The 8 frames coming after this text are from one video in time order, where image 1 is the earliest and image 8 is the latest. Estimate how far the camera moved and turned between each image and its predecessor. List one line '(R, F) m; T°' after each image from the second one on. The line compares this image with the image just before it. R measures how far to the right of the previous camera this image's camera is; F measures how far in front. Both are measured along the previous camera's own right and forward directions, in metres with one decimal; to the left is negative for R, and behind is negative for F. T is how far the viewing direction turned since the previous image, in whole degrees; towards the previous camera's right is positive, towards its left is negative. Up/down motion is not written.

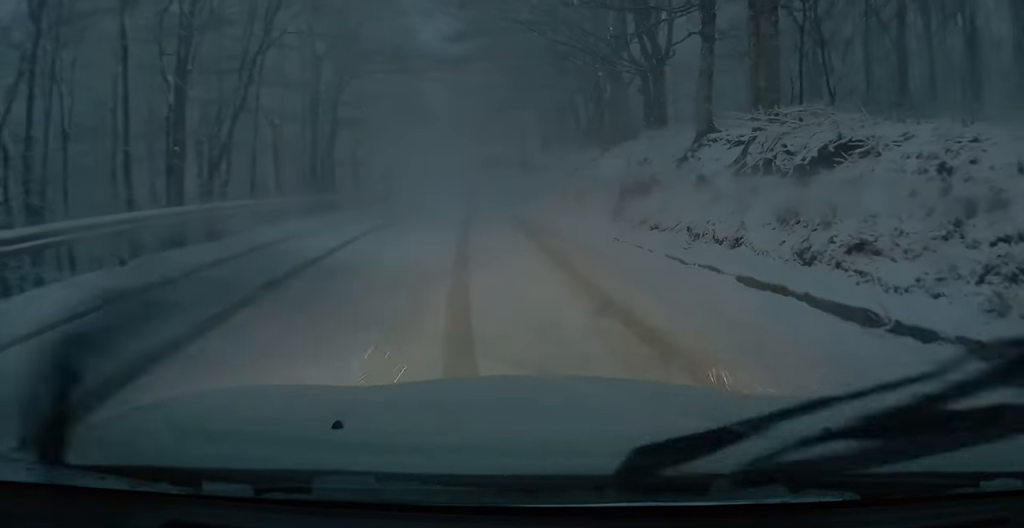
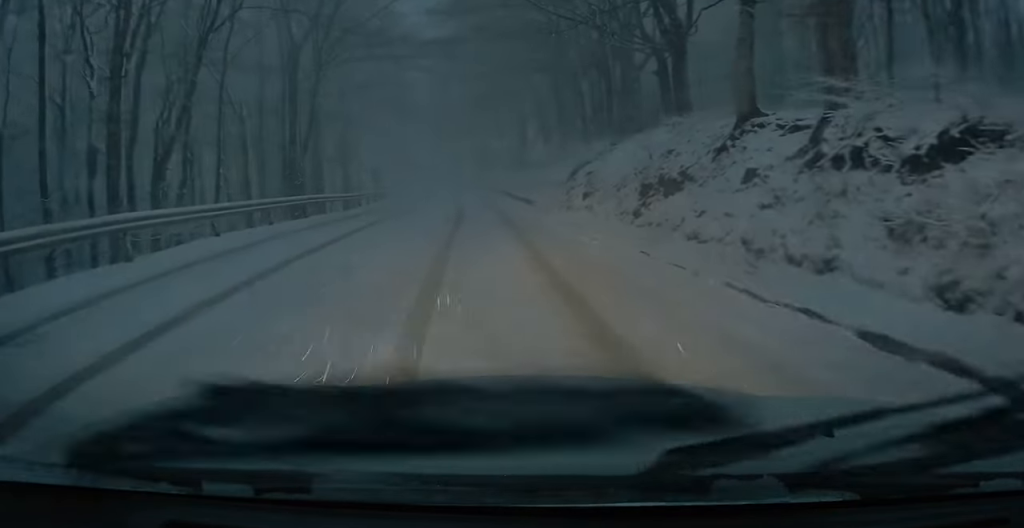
(+0.2, +2.4) m; +7°
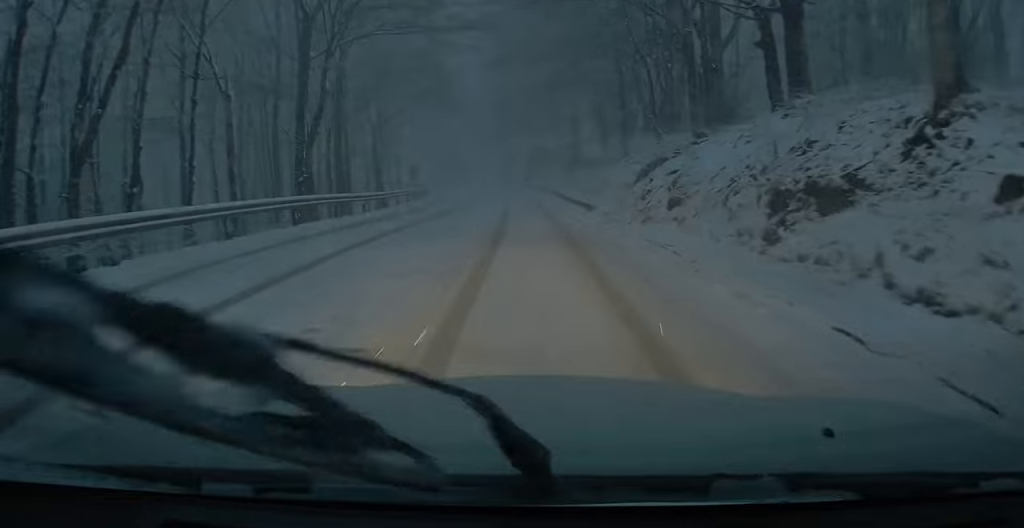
(+0.3, +3.7) m; +6°
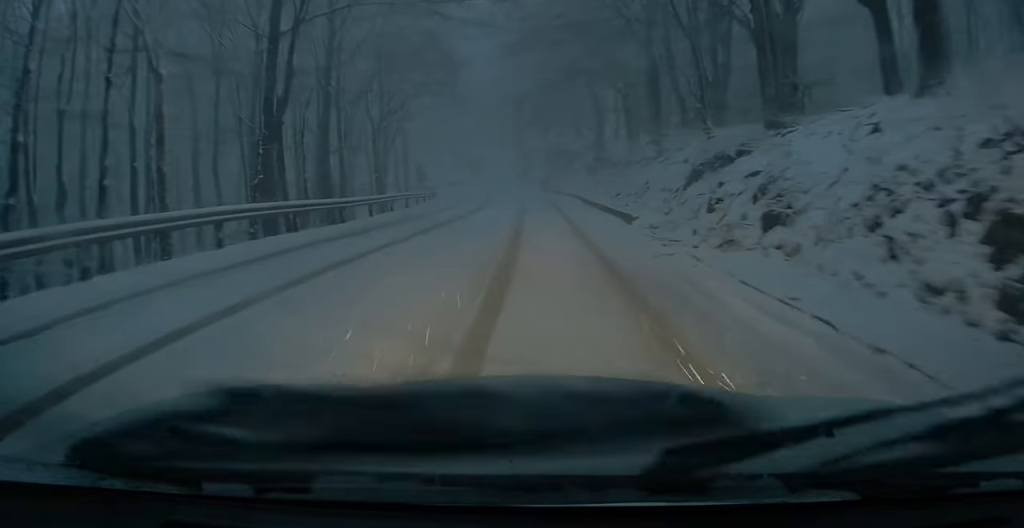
(+0.1, +3.6) m; 0°
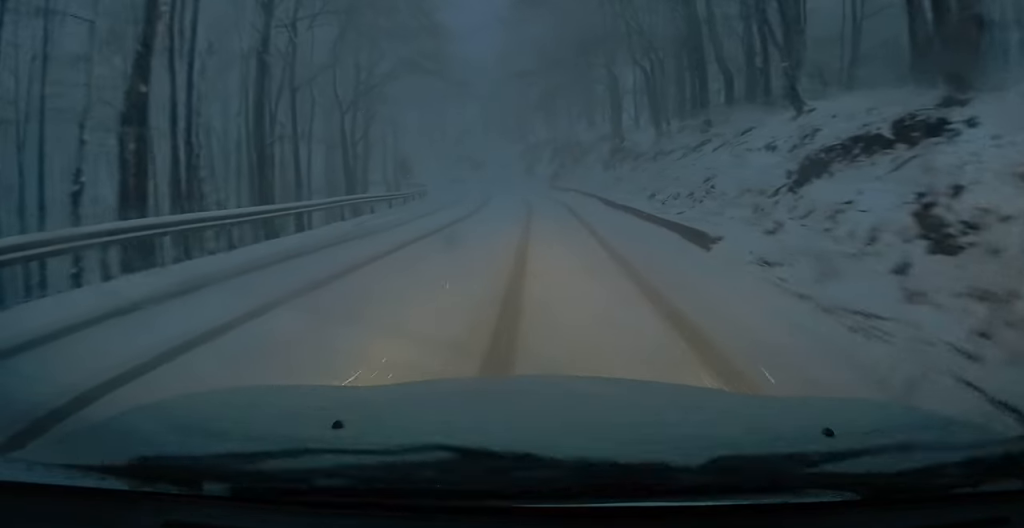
(-0.1, +5.2) m; -3°
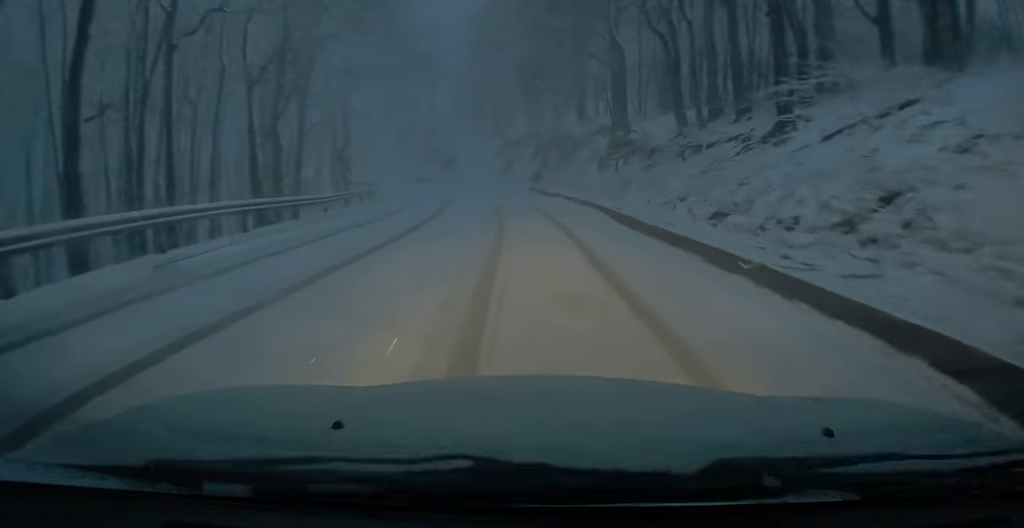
(-0.2, +5.9) m; -2°
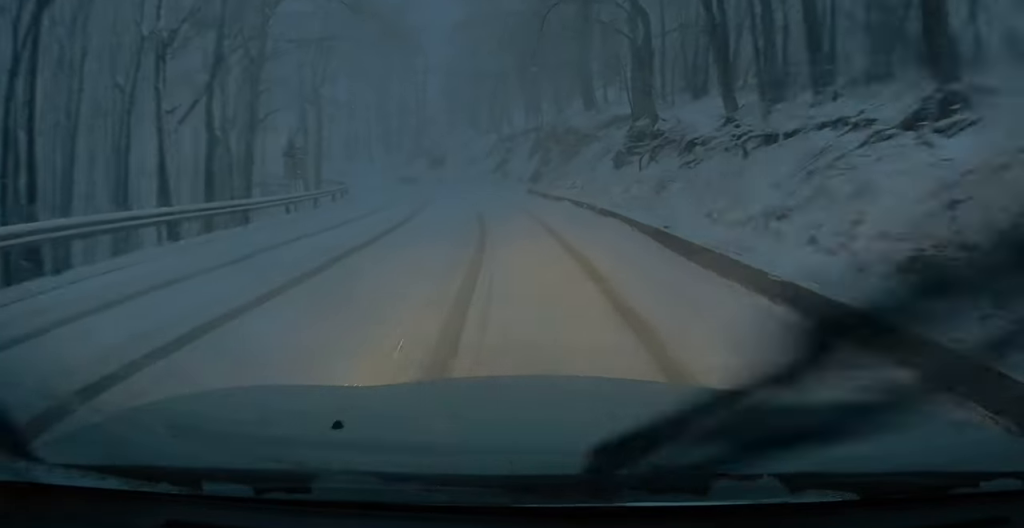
(0.0, +4.5) m; 0°
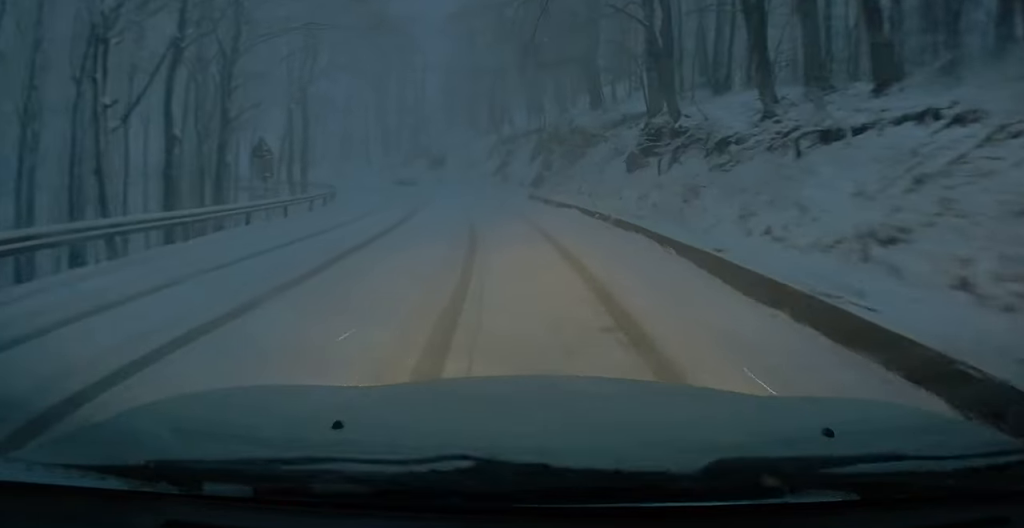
(0.0, +2.5) m; 0°
